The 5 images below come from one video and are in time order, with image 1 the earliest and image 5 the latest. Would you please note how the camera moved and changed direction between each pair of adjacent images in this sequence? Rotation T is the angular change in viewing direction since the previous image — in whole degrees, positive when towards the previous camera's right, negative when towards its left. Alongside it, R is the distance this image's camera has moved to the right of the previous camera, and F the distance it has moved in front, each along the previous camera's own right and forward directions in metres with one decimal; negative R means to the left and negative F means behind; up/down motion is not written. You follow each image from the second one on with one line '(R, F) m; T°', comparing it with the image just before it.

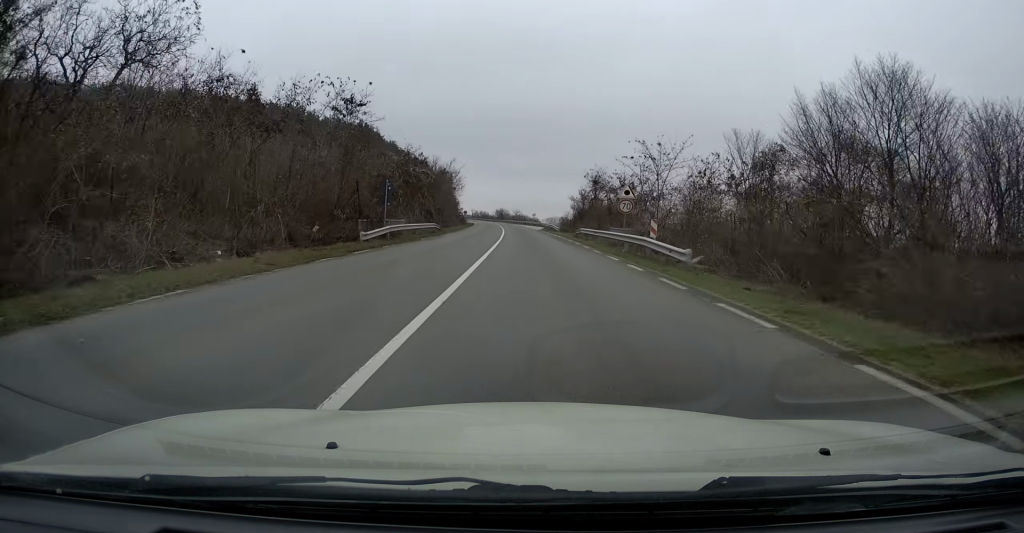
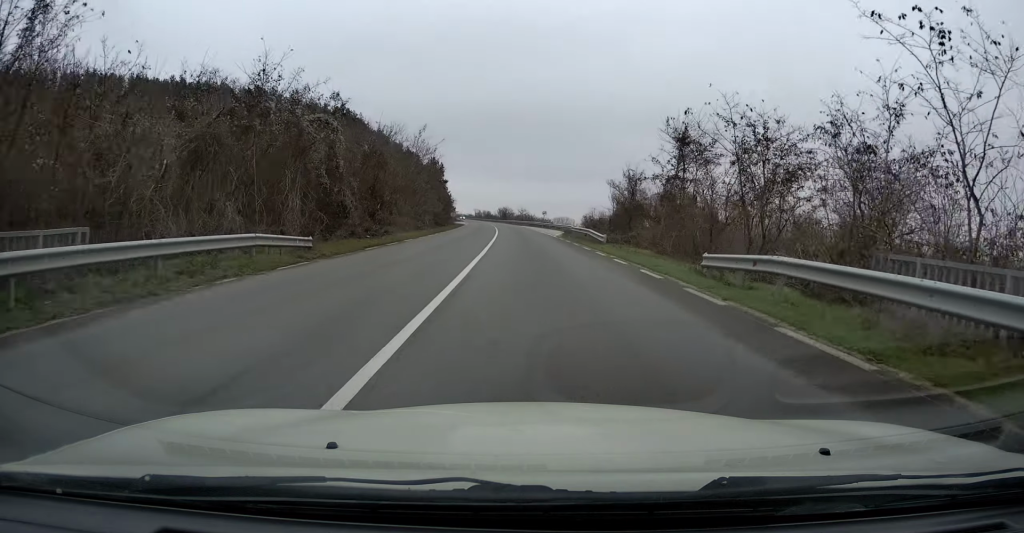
(+0.1, +34.3) m; 0°
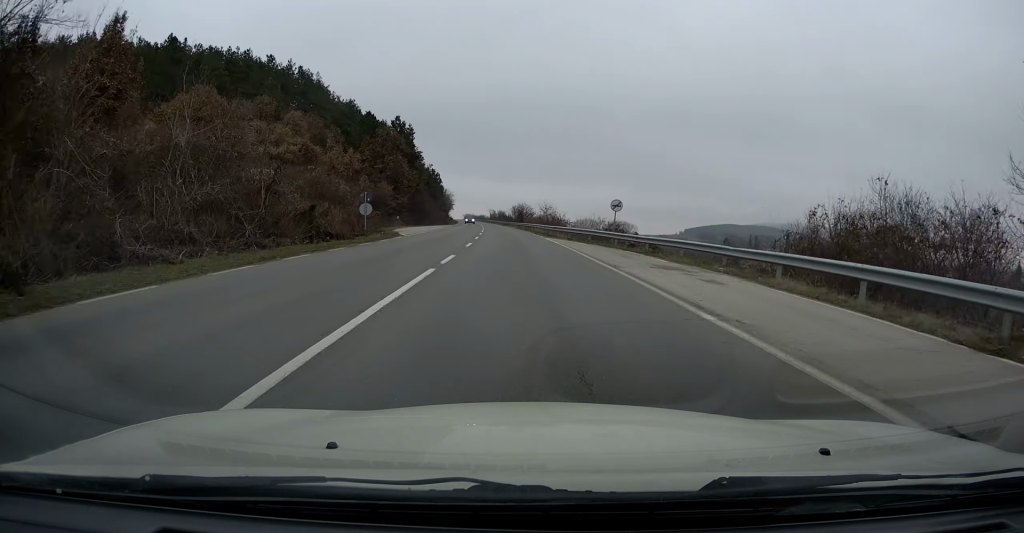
(-0.8, +60.3) m; -2°
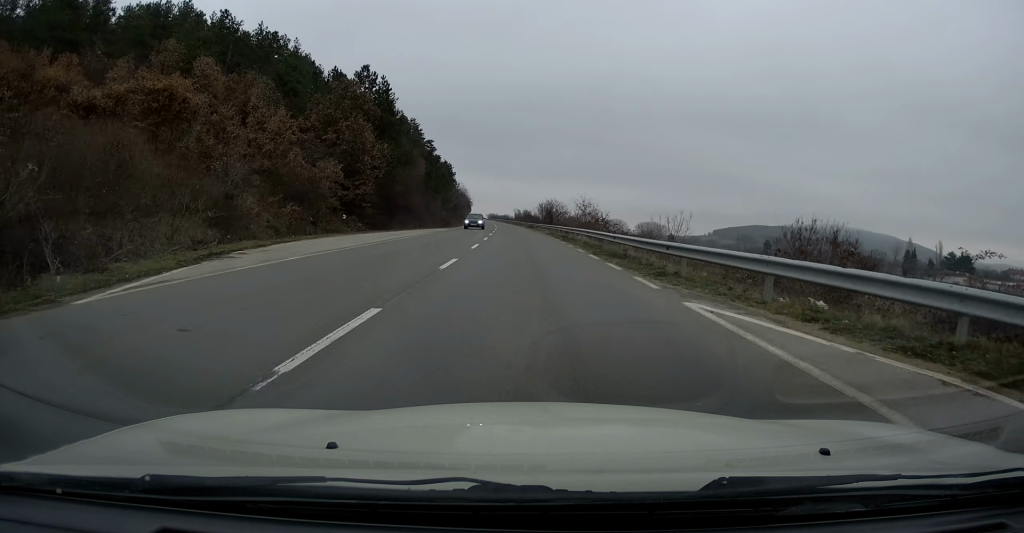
(-0.5, +27.9) m; -2°
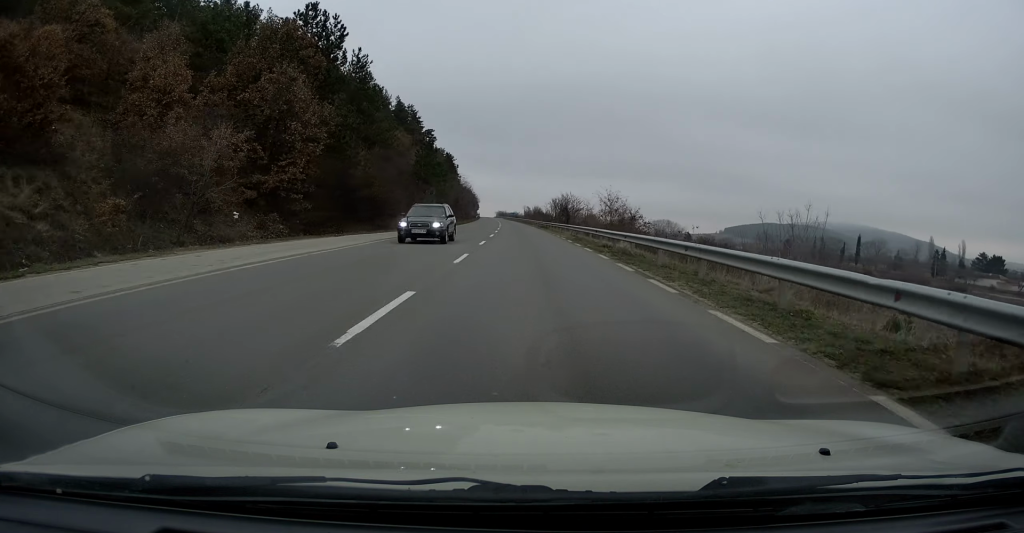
(-0.2, +18.4) m; -1°
